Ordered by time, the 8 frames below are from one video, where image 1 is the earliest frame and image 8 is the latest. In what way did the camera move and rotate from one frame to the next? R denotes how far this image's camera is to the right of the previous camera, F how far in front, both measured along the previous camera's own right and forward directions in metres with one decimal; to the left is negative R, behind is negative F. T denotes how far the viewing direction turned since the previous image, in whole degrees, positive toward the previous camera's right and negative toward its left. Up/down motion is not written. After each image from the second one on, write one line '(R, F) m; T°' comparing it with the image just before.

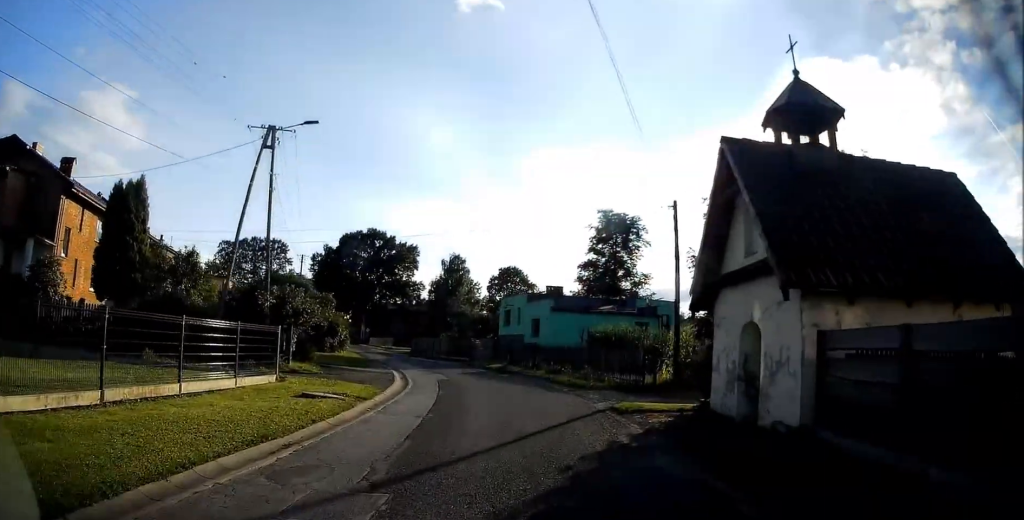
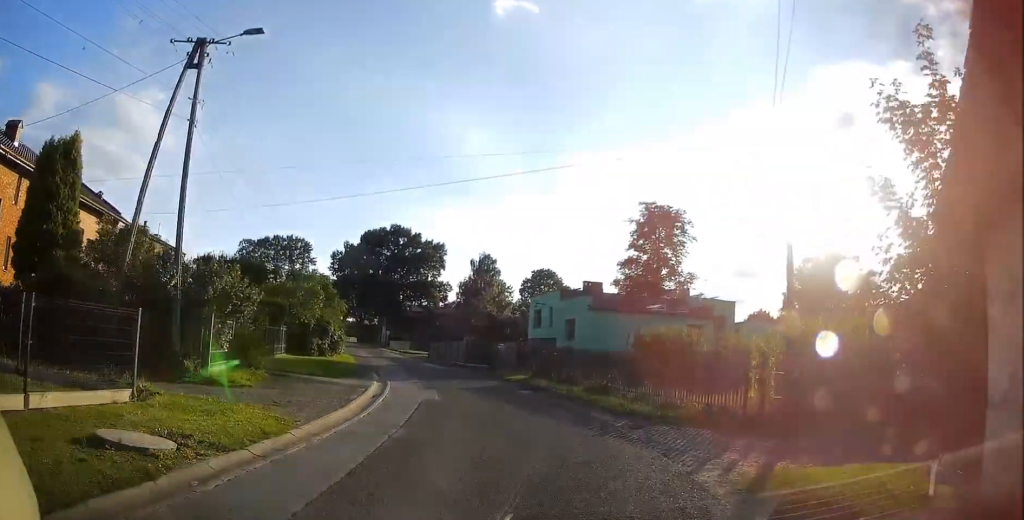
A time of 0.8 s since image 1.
(-0.1, +7.9) m; -3°
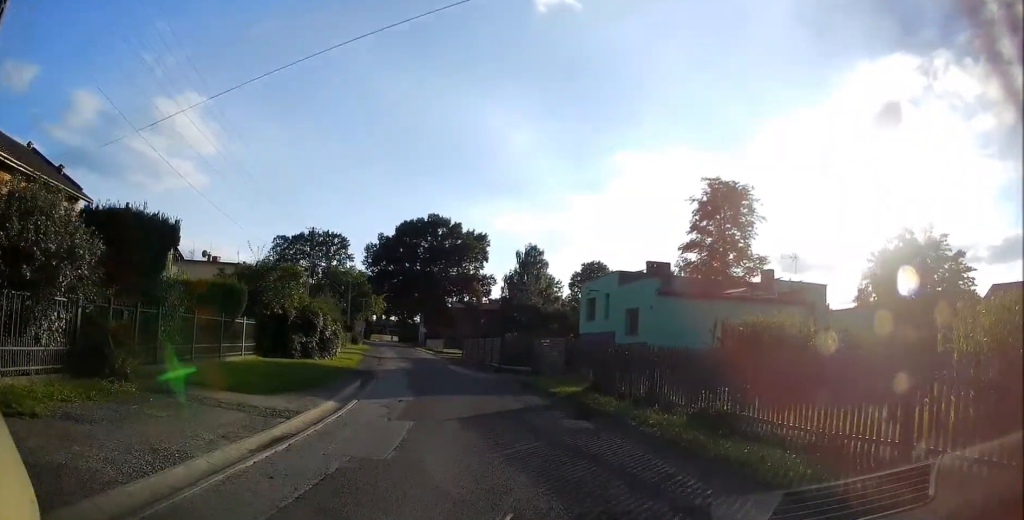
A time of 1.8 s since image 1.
(-0.3, +9.2) m; -6°
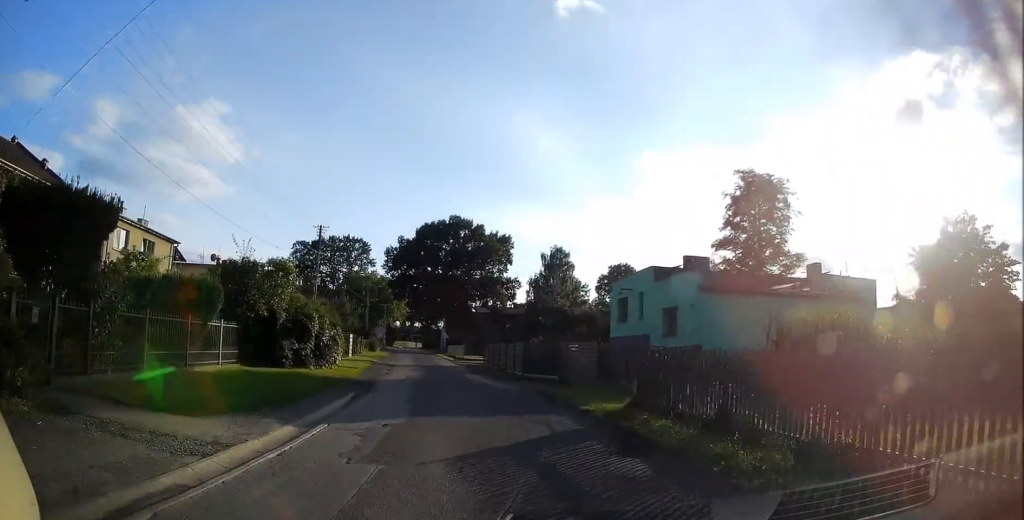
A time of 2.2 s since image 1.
(-0.2, +3.4) m; -3°
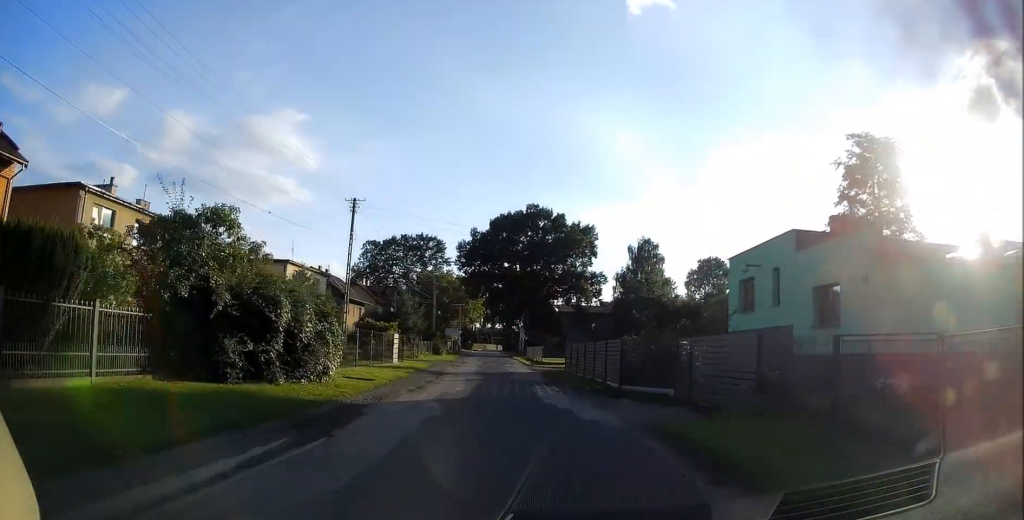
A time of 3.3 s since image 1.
(-0.5, +8.2) m; -5°
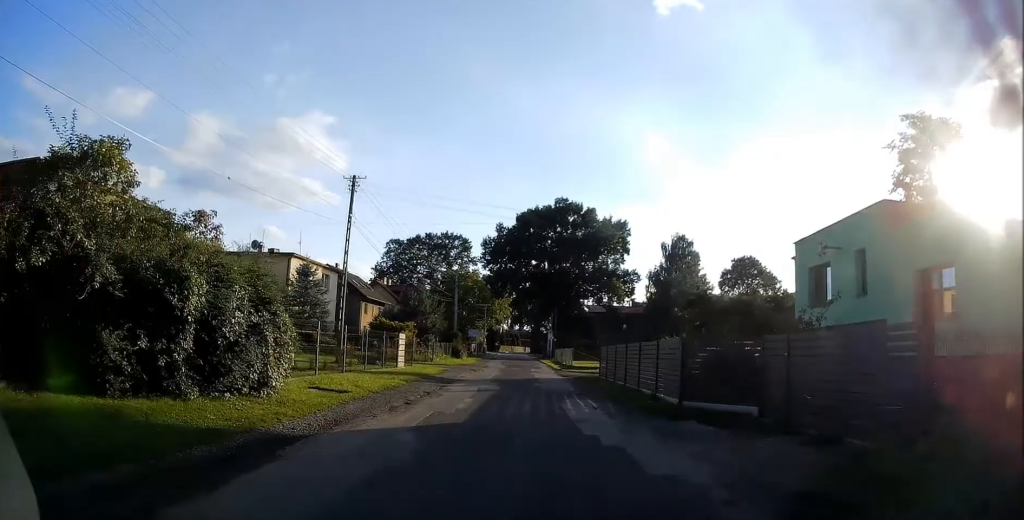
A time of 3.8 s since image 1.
(-0.1, +4.0) m; -3°
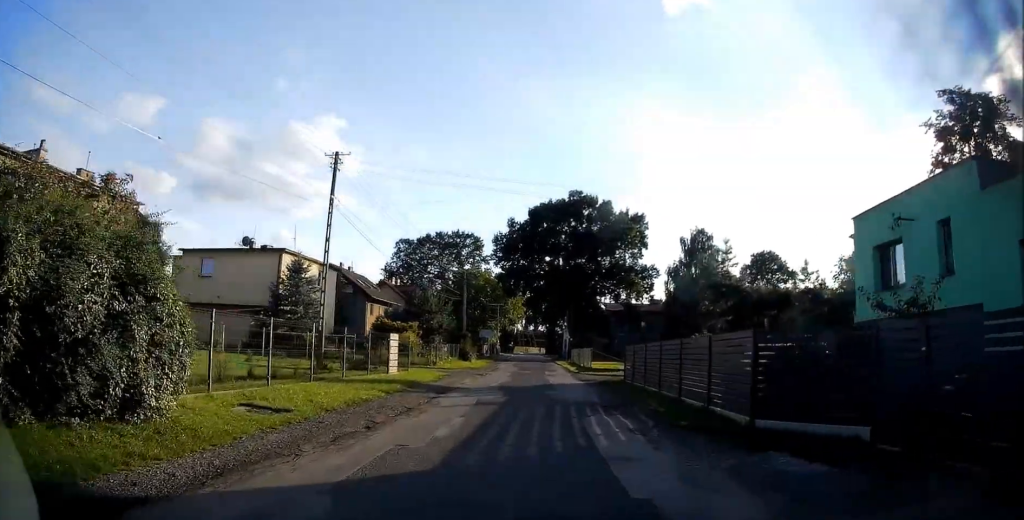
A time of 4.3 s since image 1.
(-0.1, +3.2) m; -2°
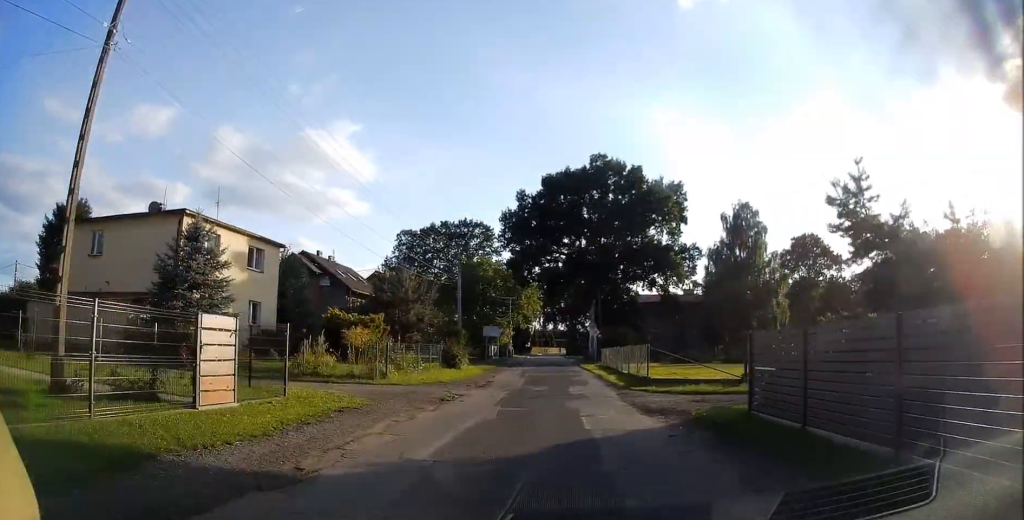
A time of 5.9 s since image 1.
(-0.4, +12.7) m; -1°
